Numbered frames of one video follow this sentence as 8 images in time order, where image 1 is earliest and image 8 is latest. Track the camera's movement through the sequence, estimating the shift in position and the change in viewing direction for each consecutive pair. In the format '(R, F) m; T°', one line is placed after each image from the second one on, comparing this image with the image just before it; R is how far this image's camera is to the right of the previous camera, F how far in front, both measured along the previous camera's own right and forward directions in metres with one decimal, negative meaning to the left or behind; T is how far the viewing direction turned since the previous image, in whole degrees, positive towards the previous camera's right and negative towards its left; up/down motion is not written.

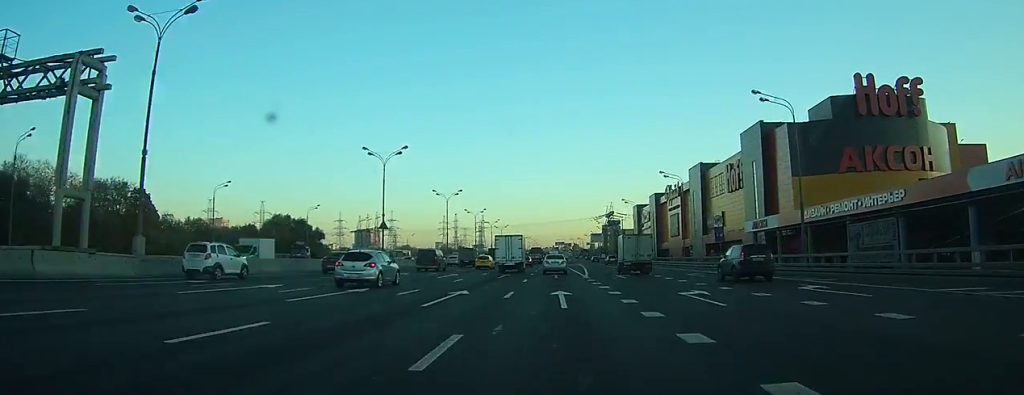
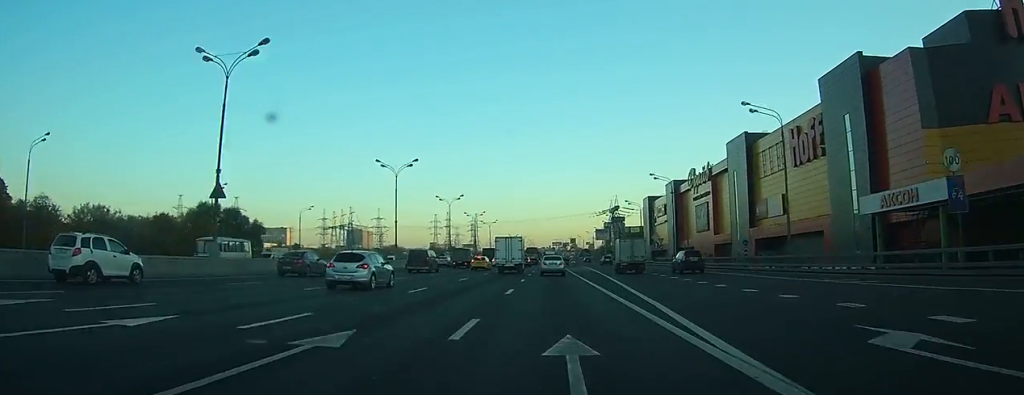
(0.0, +34.0) m; 0°
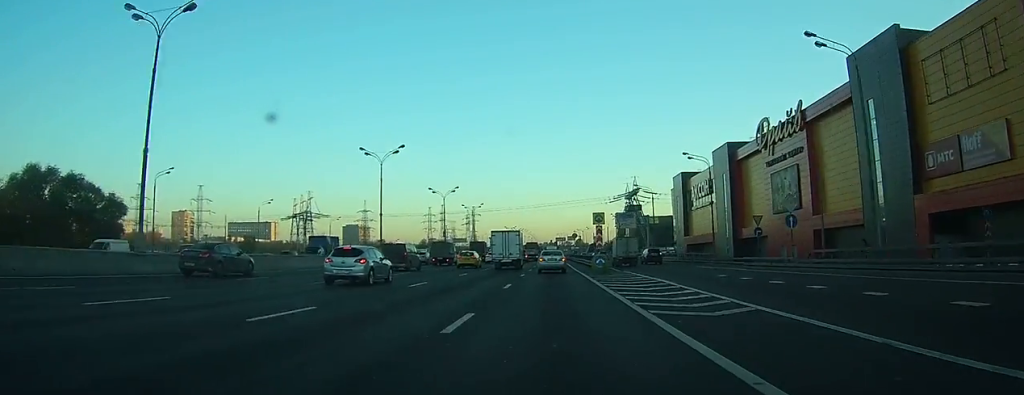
(+0.2, +46.4) m; 0°
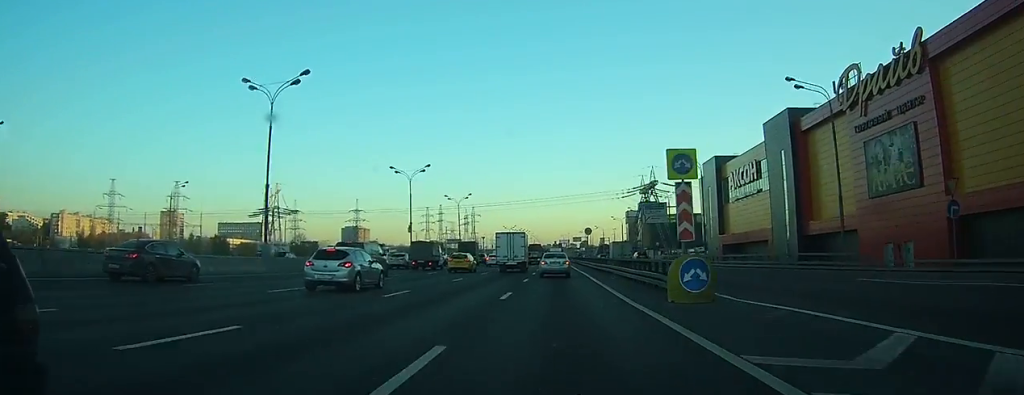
(0.0, +29.3) m; 0°
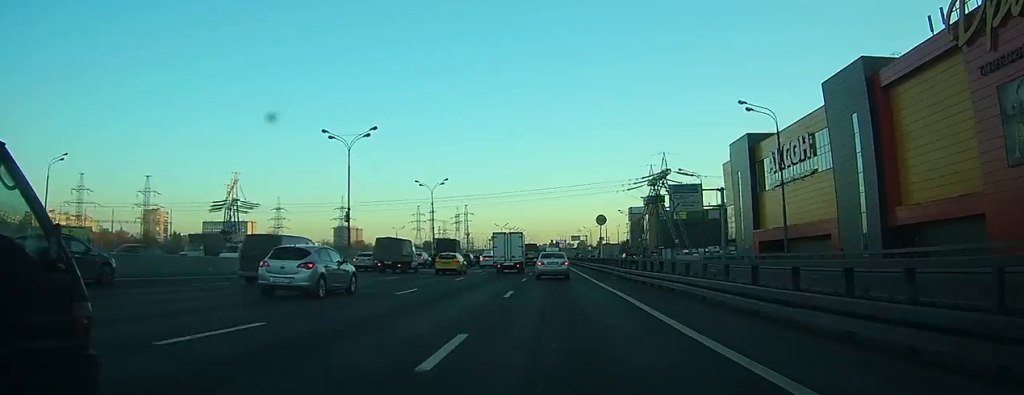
(-0.1, +24.1) m; 0°
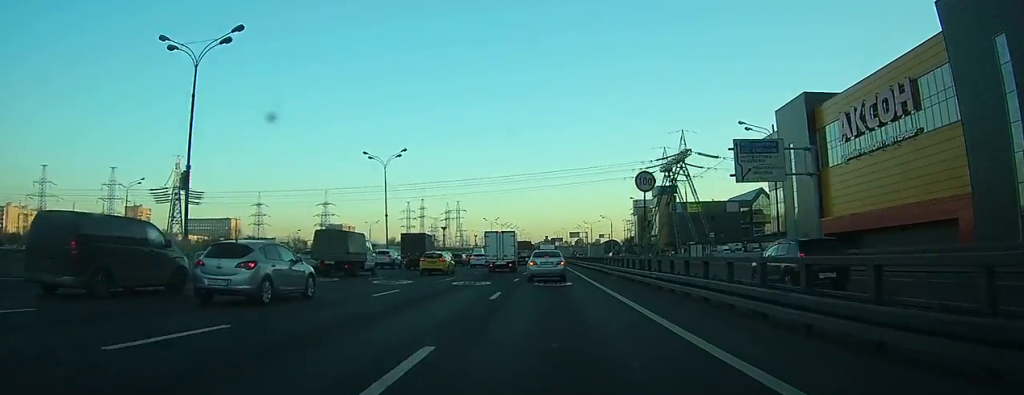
(+0.2, +27.1) m; 0°
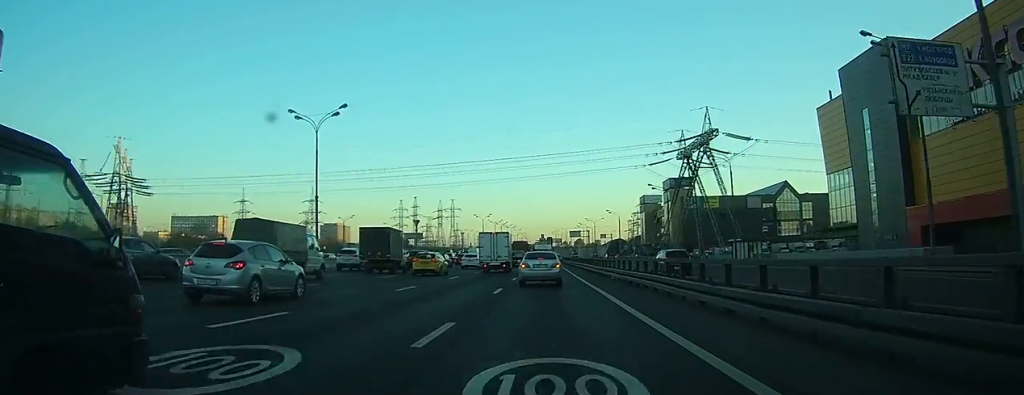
(0.0, +21.8) m; -1°
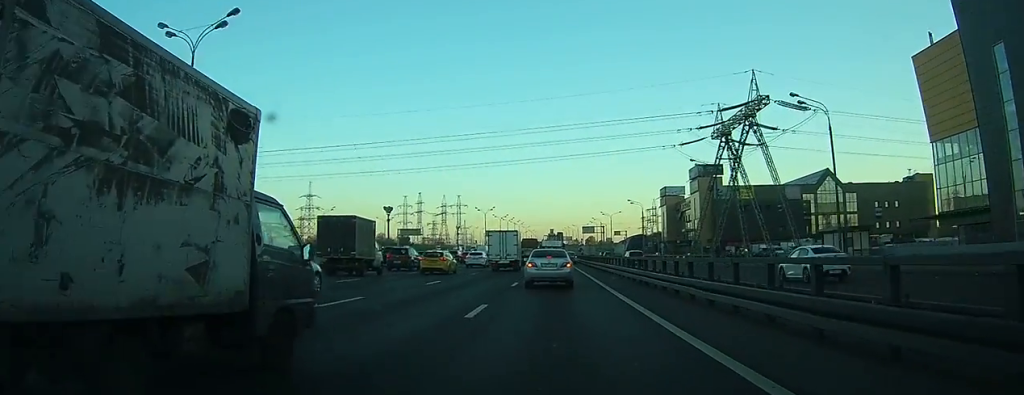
(-0.2, +19.1) m; -1°
